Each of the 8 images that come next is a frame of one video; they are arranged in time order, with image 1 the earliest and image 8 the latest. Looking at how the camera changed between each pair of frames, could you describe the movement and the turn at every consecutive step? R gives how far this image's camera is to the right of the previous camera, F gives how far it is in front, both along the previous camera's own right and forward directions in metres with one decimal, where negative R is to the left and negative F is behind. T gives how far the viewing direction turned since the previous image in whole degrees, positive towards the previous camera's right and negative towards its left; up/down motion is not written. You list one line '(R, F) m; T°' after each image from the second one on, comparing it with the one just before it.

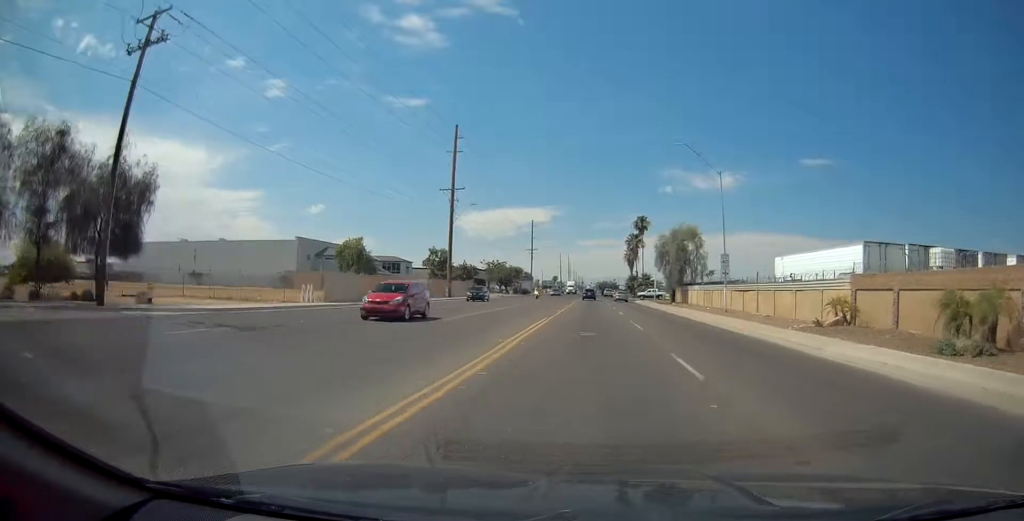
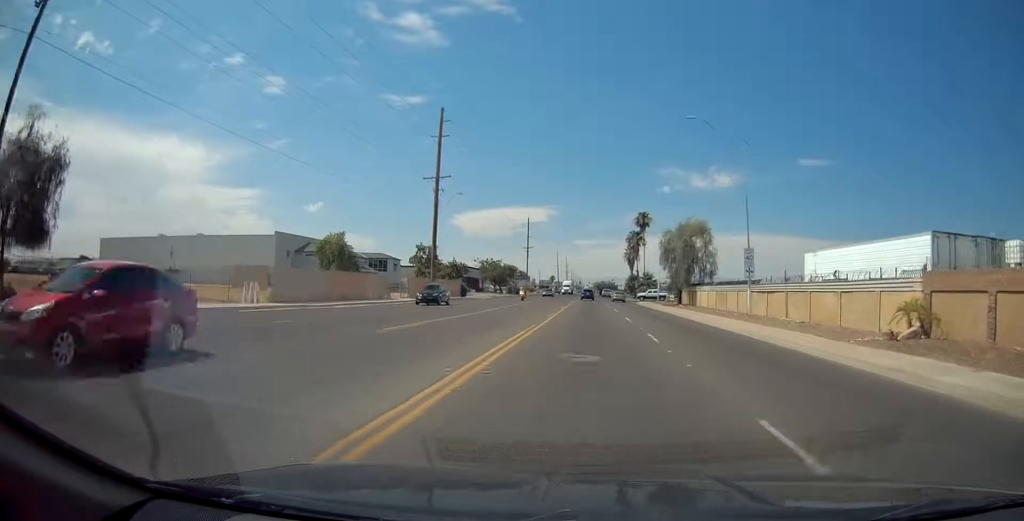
(+0.3, +6.8) m; 0°
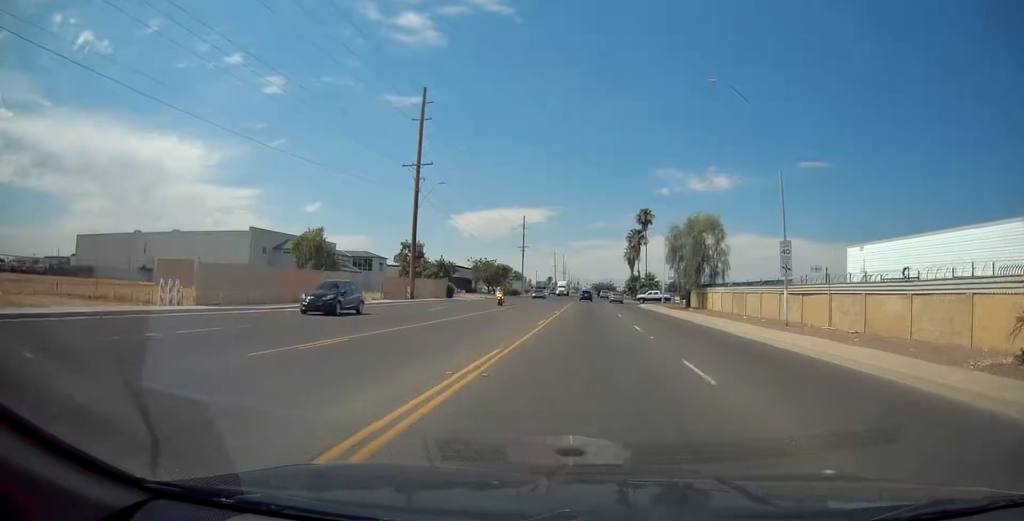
(-0.3, +7.2) m; -1°
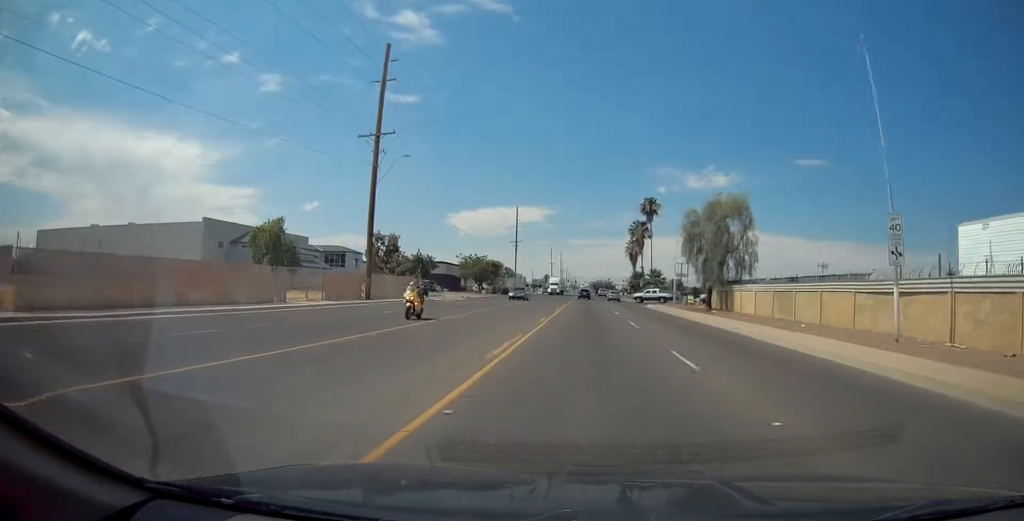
(-0.3, +11.1) m; -1°
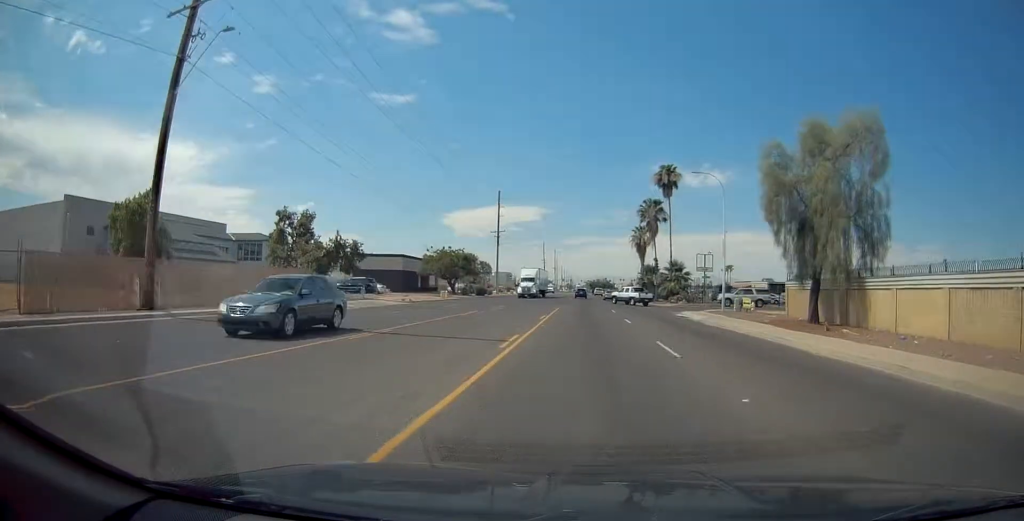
(0.0, +24.4) m; +1°
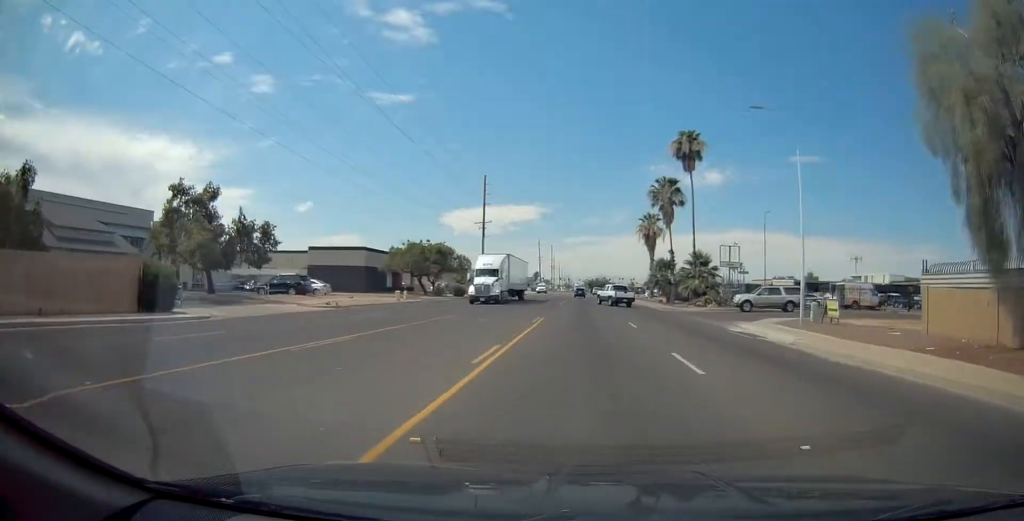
(+0.2, +15.4) m; +1°
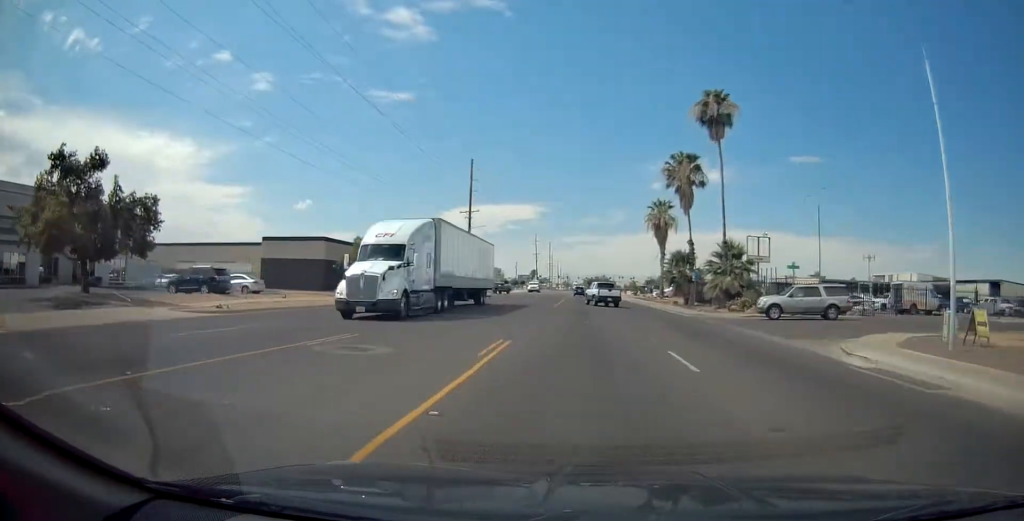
(+0.5, +12.0) m; 0°
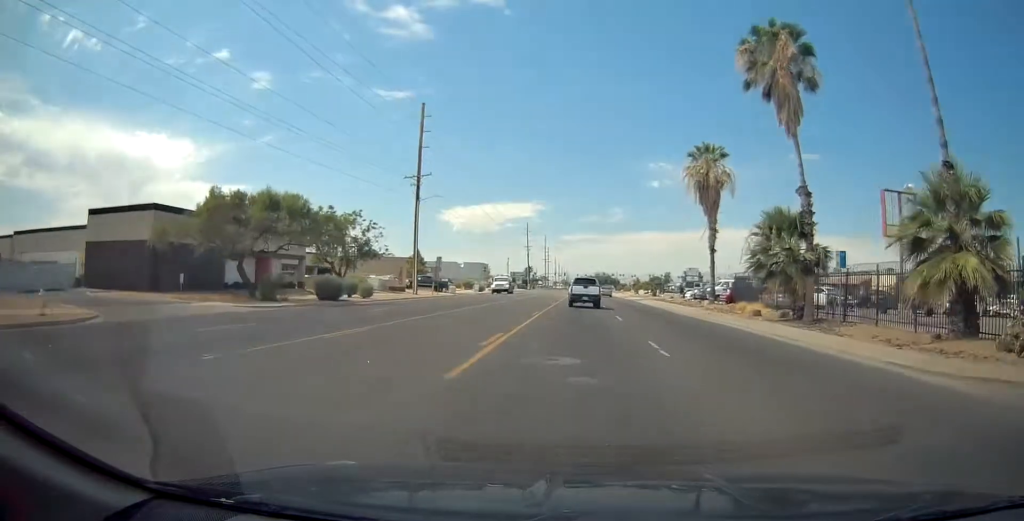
(+0.5, +28.0) m; +2°
